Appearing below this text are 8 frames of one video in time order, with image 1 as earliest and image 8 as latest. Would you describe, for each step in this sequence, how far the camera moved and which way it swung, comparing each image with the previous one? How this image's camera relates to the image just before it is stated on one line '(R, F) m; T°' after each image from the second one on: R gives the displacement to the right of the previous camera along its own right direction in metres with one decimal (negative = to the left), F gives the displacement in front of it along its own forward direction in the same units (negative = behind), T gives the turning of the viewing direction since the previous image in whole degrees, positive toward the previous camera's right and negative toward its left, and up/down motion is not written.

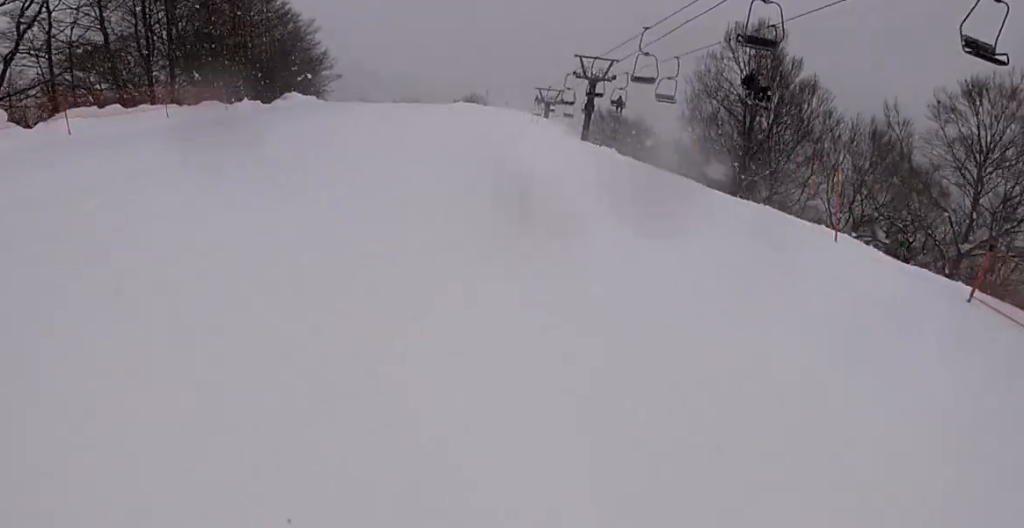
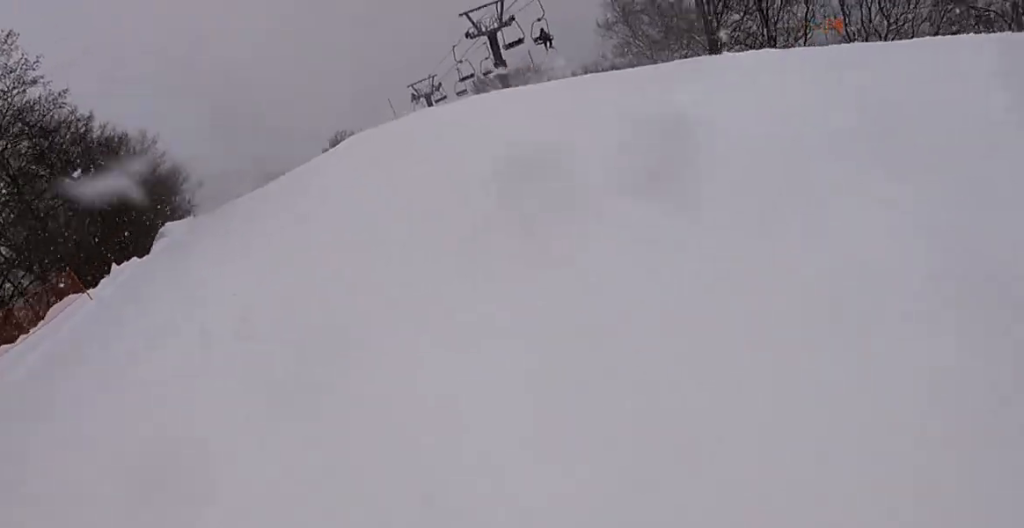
(+0.6, +9.0) m; +9°
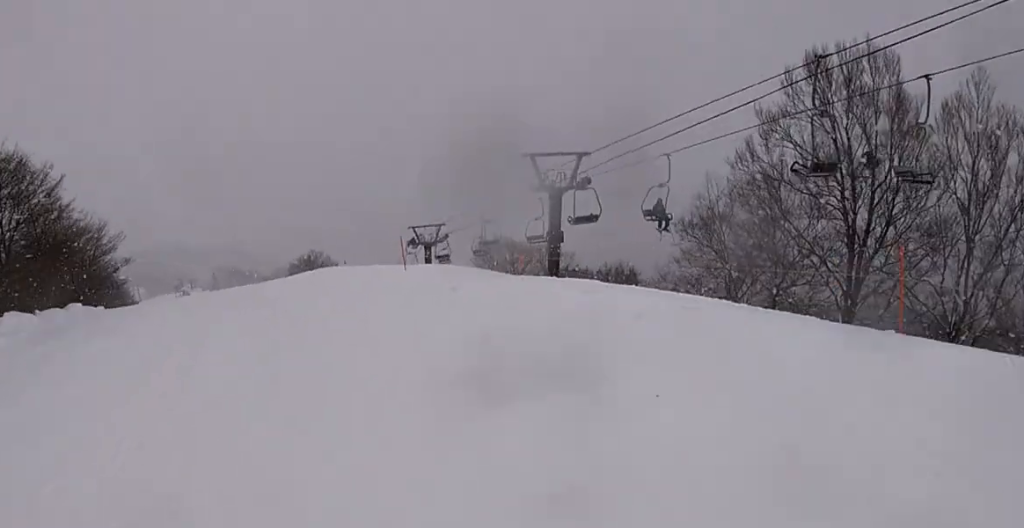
(+1.3, +11.8) m; -2°
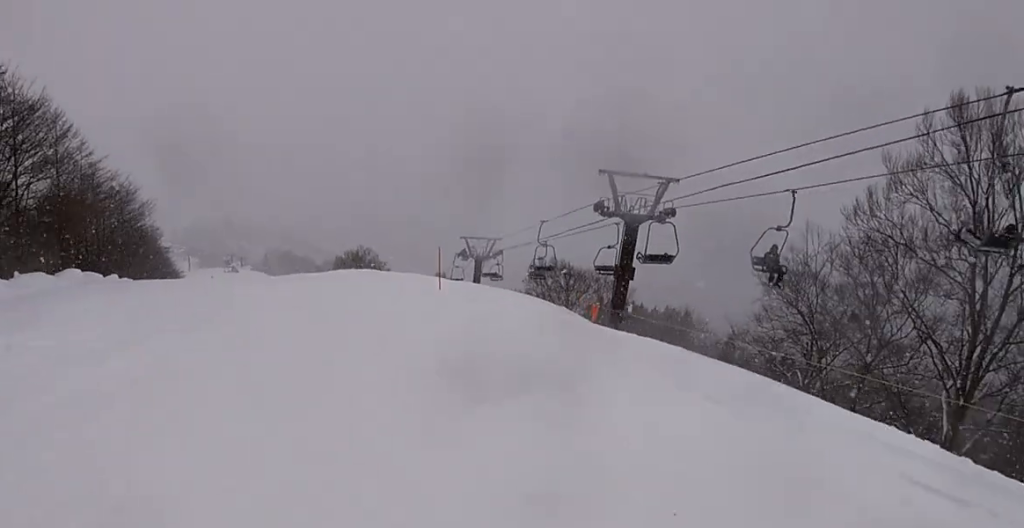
(+0.1, +3.8) m; -6°
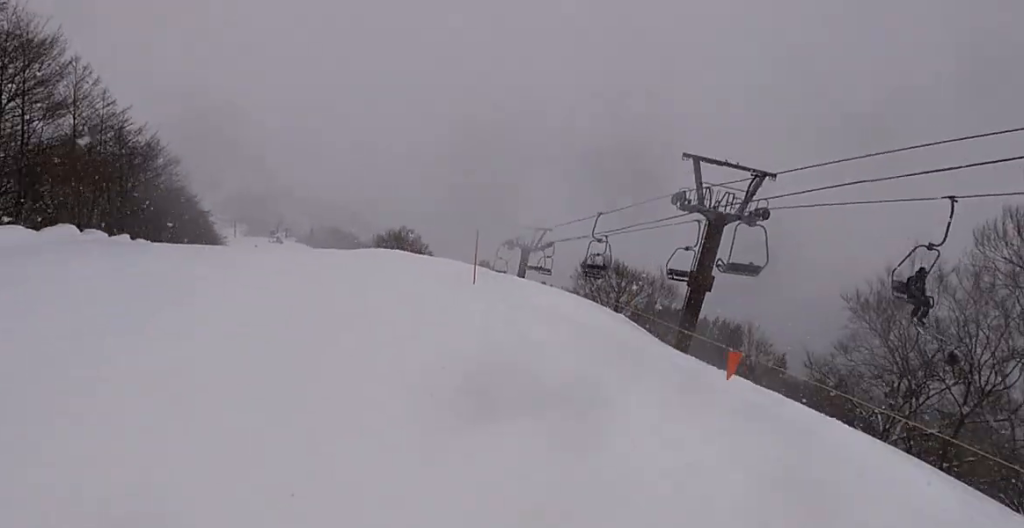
(-0.6, +3.3) m; -7°
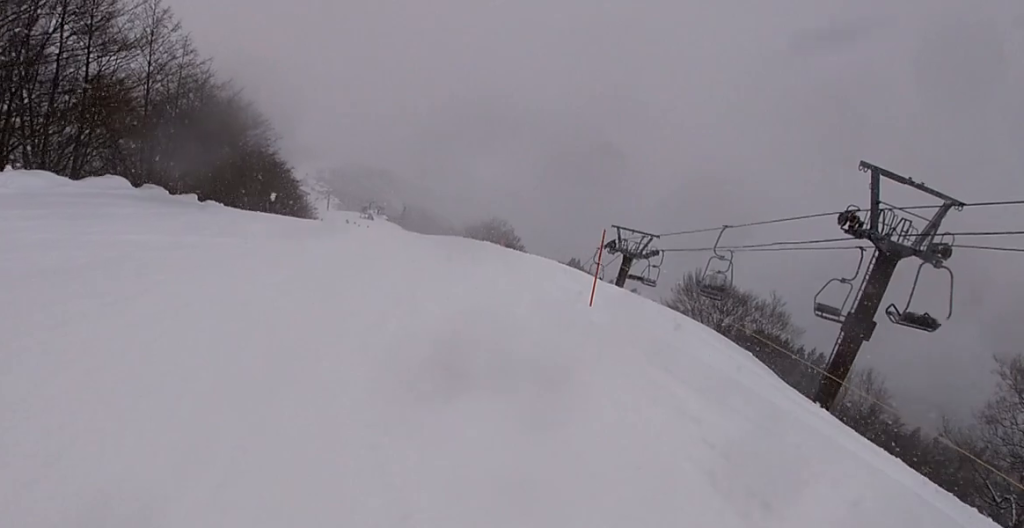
(-0.2, +3.3) m; -7°
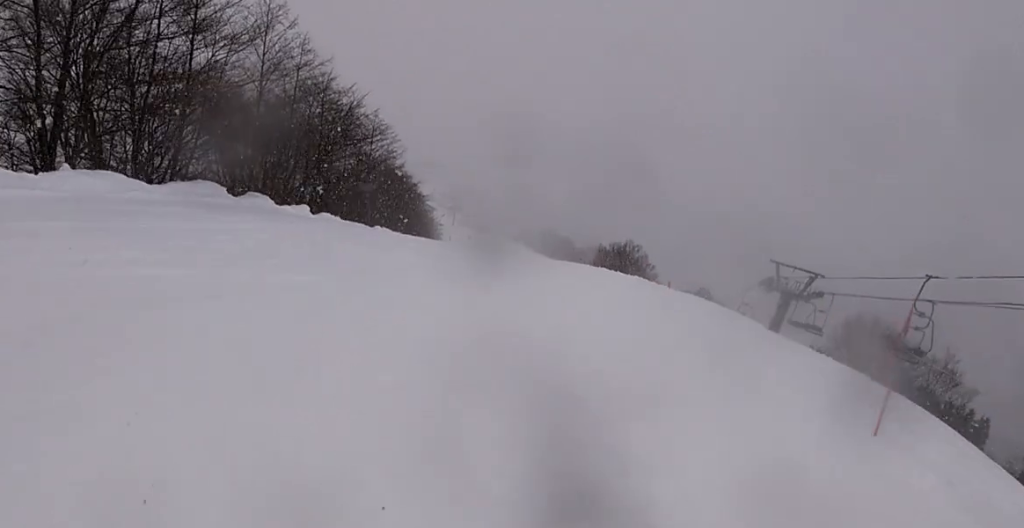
(-0.3, +3.3) m; +3°
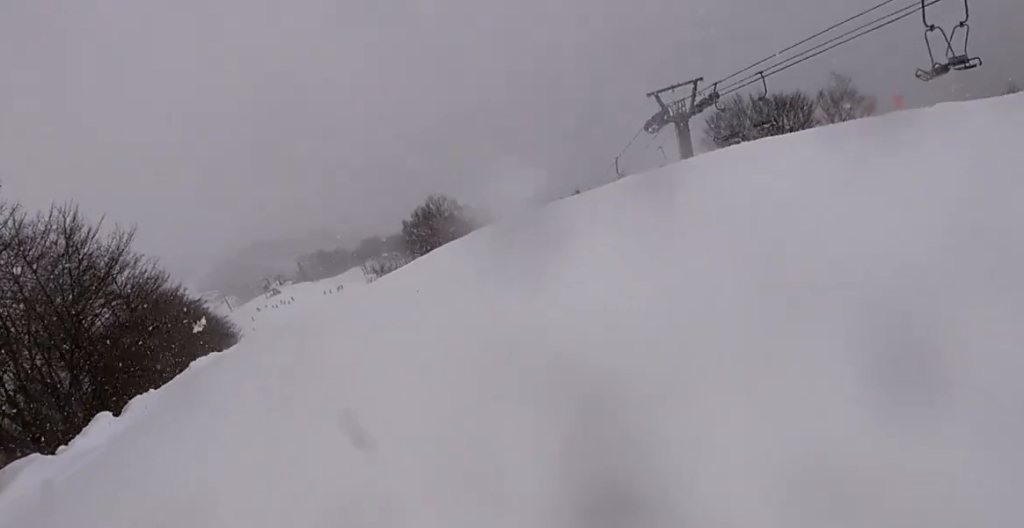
(+1.8, +9.6) m; +30°
